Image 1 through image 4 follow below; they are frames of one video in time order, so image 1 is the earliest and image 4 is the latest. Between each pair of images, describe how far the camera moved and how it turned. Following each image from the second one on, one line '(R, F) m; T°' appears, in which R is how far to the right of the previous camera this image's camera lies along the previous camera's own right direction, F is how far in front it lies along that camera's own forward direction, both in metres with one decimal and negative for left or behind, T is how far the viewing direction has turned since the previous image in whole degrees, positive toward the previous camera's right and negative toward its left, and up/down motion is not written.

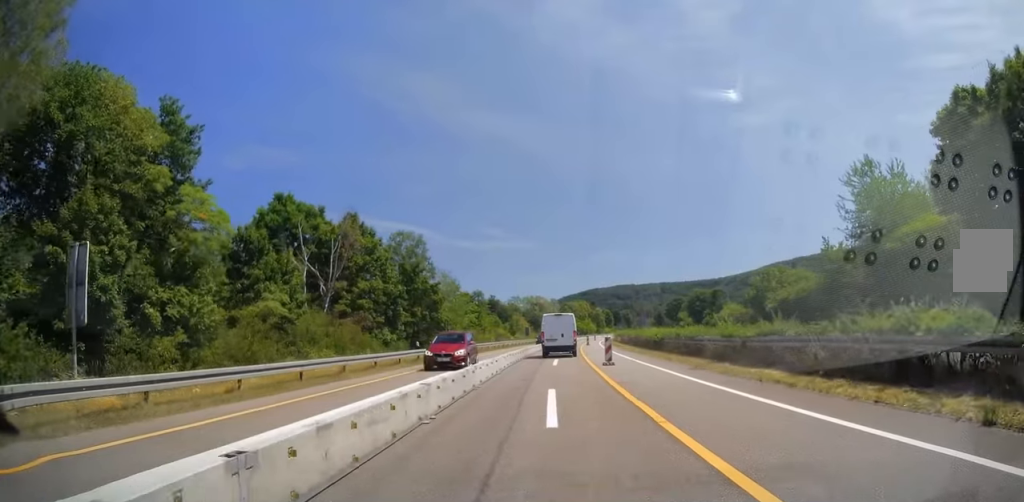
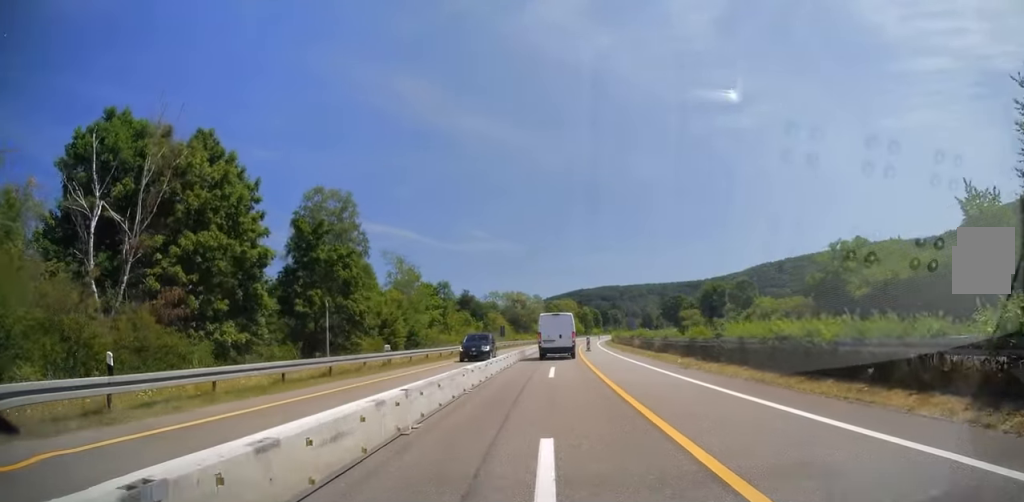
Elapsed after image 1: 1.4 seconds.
(+0.3, +25.1) m; +2°
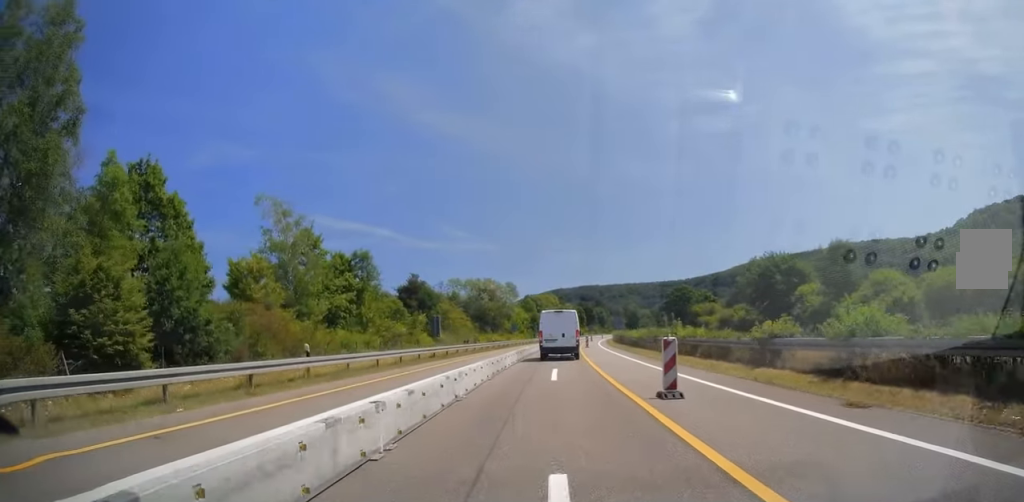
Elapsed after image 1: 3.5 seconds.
(+1.1, +38.0) m; +2°
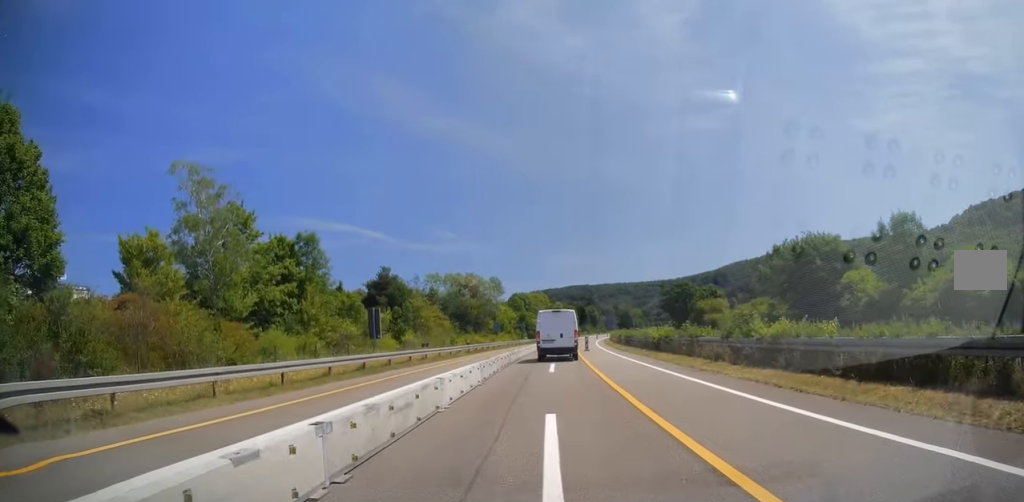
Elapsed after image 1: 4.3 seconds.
(0.0, +13.6) m; +1°
